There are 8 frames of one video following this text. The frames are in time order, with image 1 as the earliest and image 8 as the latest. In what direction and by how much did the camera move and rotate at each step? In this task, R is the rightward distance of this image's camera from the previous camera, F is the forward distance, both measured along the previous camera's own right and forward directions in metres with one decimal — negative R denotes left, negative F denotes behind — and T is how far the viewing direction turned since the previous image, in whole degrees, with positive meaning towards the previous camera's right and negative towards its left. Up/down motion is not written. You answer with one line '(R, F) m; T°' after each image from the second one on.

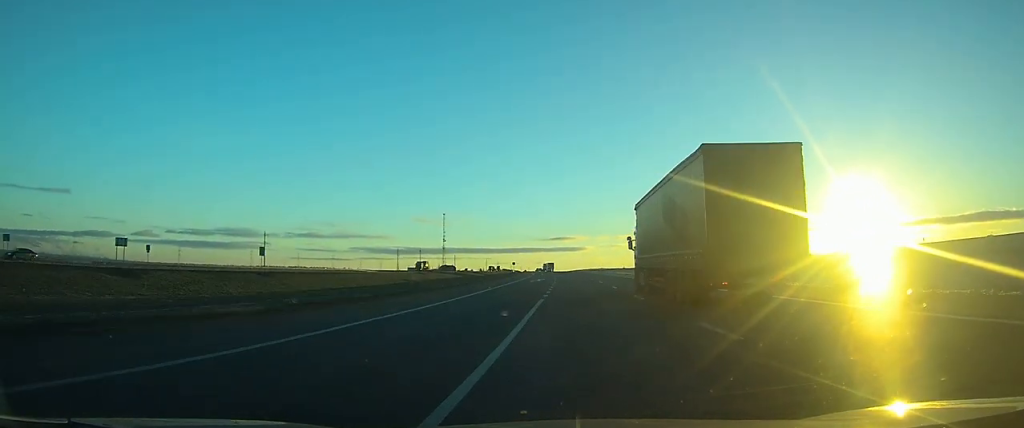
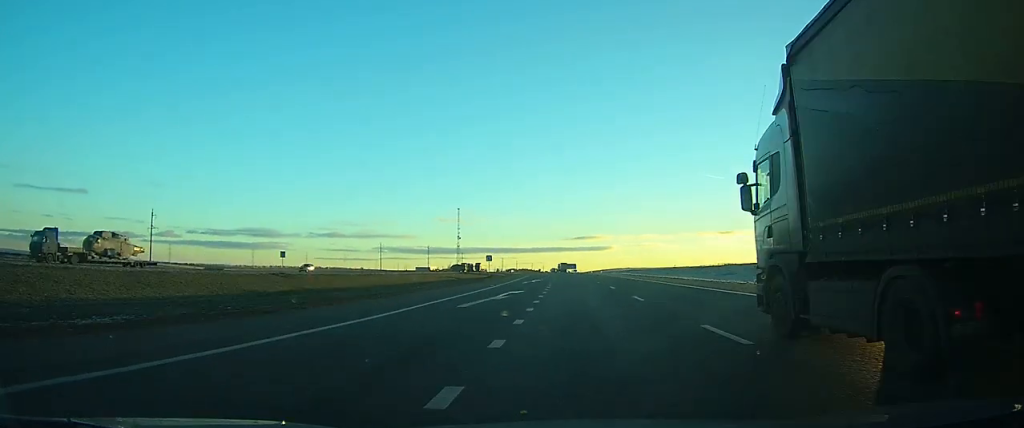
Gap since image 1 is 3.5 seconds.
(-2.2, +97.9) m; -2°
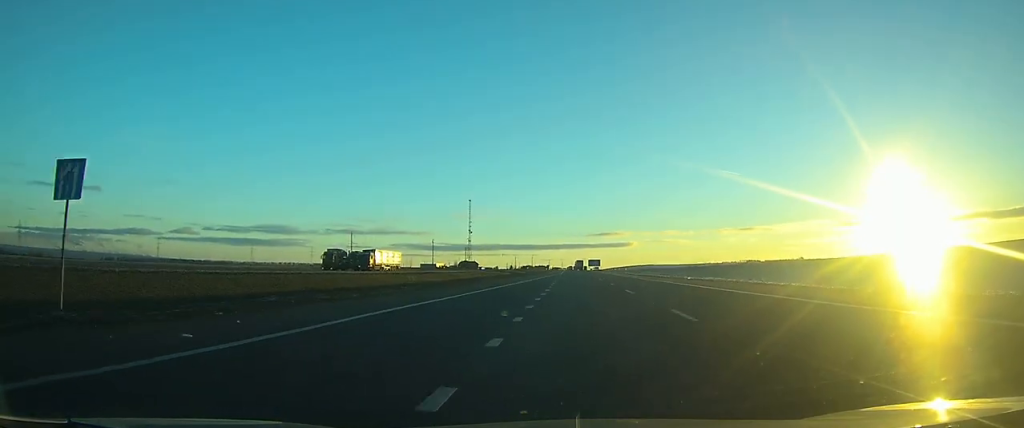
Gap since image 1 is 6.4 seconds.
(-1.3, +76.4) m; -2°
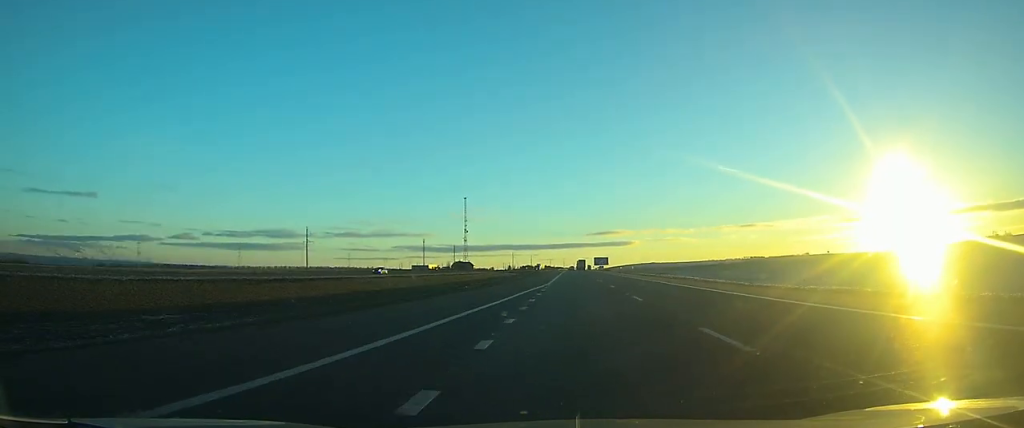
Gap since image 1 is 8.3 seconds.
(-0.6, +50.8) m; -1°
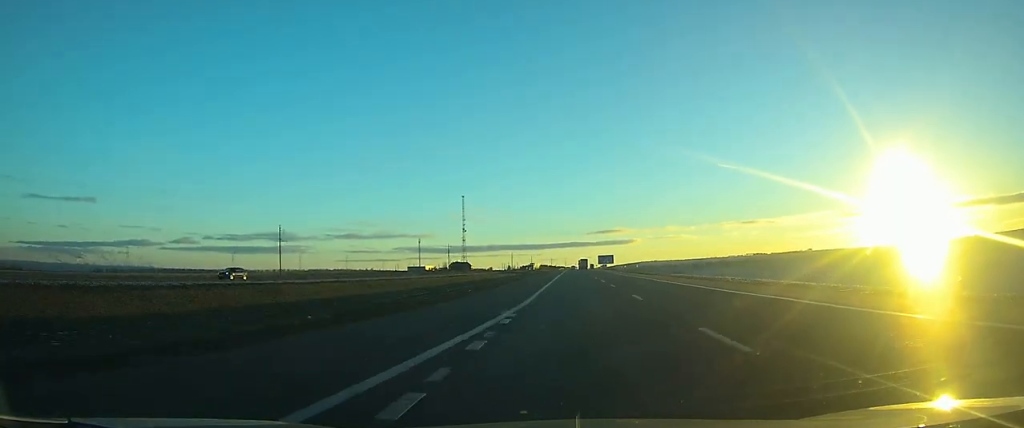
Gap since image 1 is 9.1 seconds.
(-0.1, +25.3) m; 0°
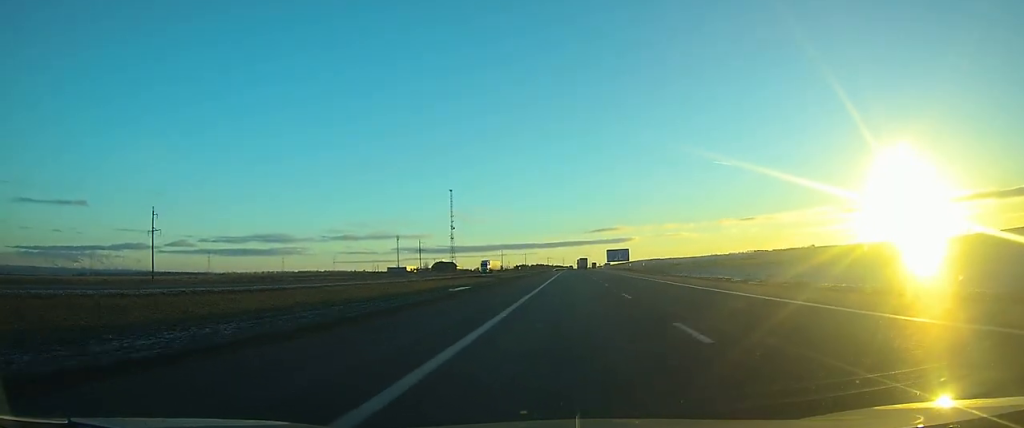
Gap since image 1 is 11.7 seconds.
(0.0, +74.0) m; 0°
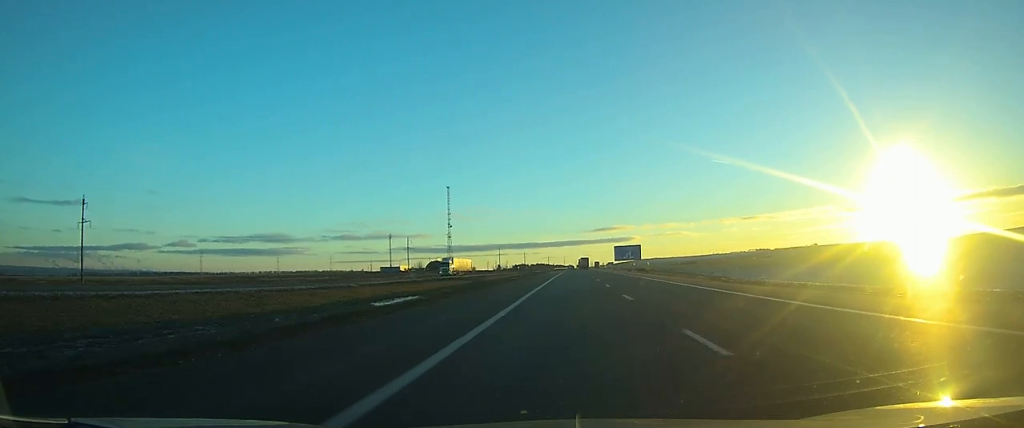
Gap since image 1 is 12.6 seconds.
(0.0, +26.5) m; 0°
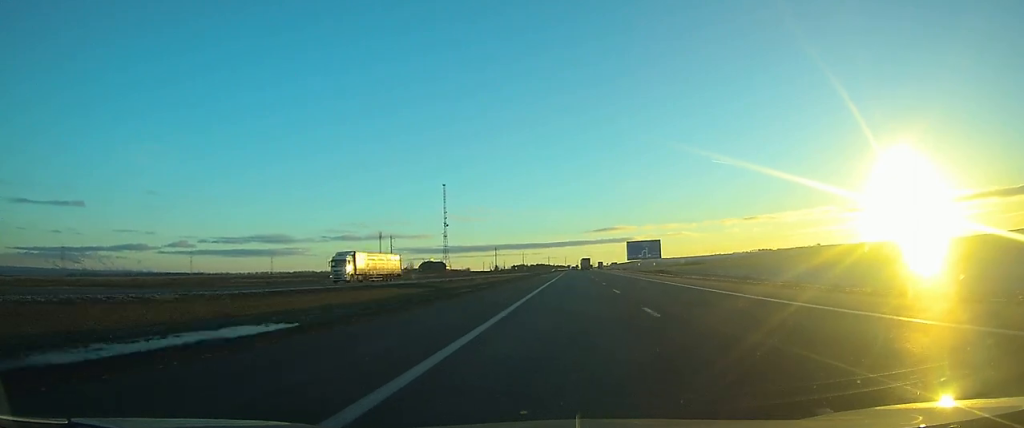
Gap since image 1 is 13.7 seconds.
(+0.1, +30.0) m; 0°
